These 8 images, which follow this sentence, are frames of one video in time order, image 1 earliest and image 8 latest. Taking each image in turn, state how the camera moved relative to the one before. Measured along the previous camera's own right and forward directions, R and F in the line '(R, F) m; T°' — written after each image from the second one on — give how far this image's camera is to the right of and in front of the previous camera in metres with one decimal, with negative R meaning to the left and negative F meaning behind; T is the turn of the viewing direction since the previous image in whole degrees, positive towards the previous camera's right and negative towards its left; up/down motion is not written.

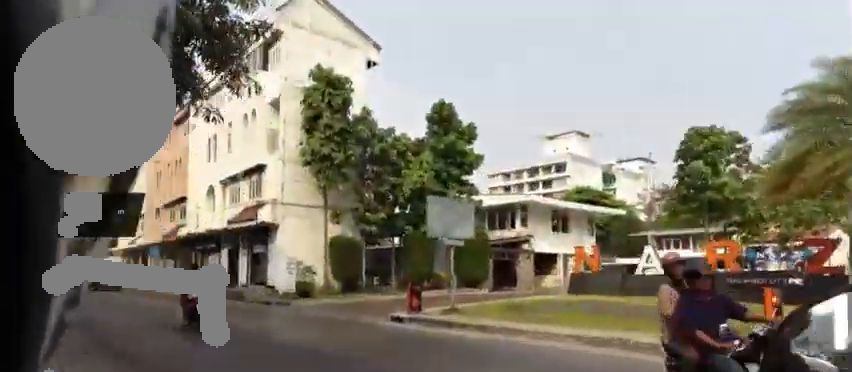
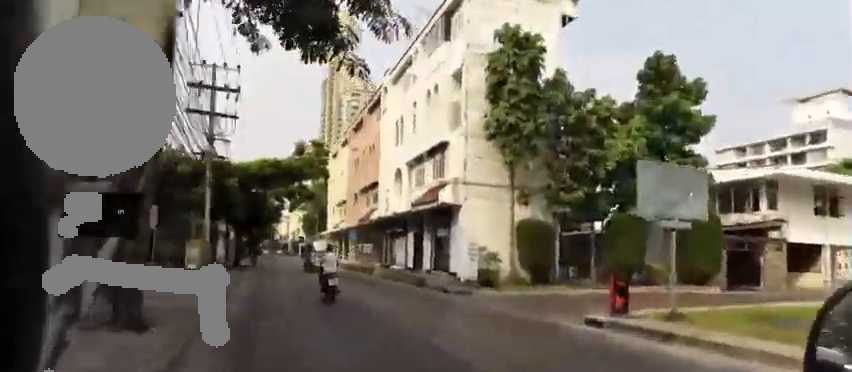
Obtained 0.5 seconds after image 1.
(+0.2, +3.6) m; -9°
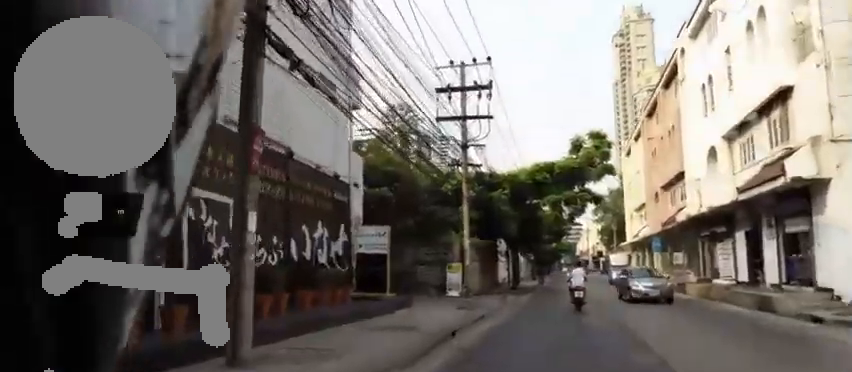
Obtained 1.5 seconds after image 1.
(-1.3, +5.9) m; -45°
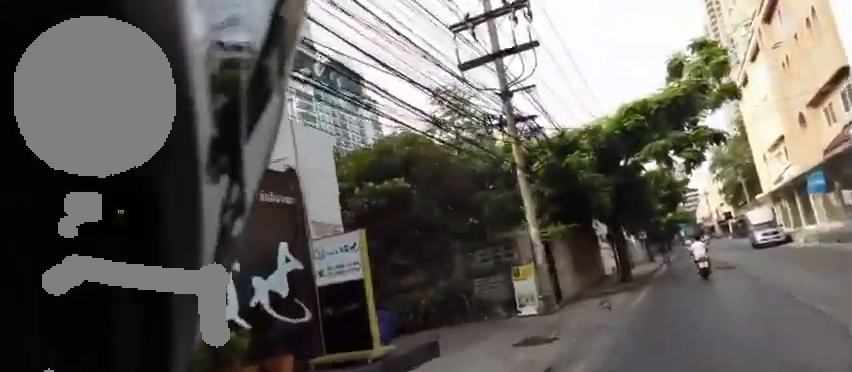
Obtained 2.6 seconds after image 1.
(-3.7, +9.0) m; -22°
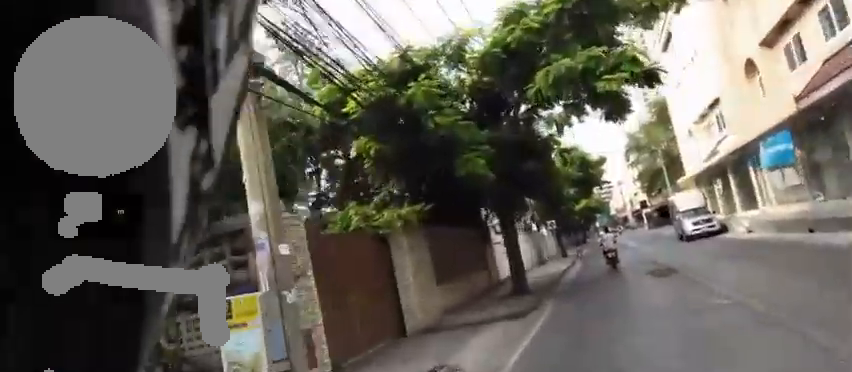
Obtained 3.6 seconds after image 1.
(0.0, +10.7) m; 0°
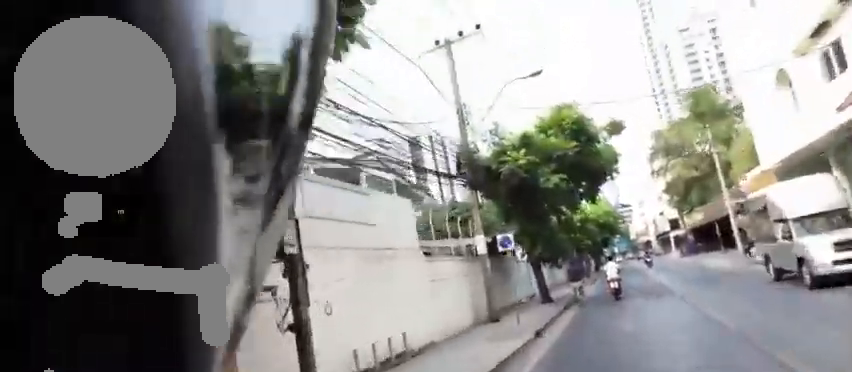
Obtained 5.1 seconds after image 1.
(0.0, +17.0) m; 0°
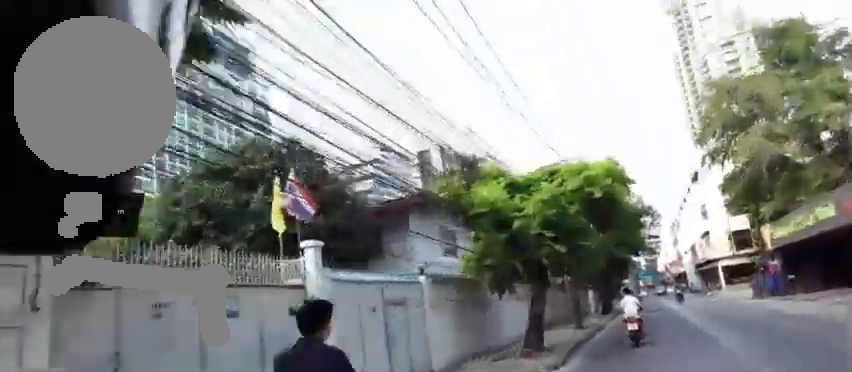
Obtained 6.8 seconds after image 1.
(0.0, +21.3) m; 0°
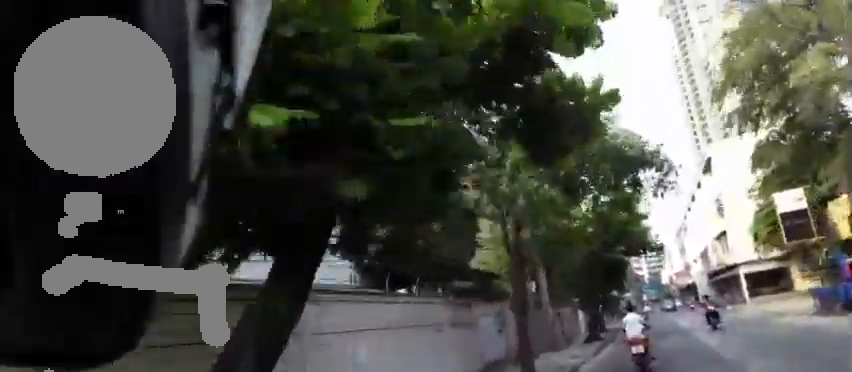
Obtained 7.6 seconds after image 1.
(0.0, +10.4) m; 0°
